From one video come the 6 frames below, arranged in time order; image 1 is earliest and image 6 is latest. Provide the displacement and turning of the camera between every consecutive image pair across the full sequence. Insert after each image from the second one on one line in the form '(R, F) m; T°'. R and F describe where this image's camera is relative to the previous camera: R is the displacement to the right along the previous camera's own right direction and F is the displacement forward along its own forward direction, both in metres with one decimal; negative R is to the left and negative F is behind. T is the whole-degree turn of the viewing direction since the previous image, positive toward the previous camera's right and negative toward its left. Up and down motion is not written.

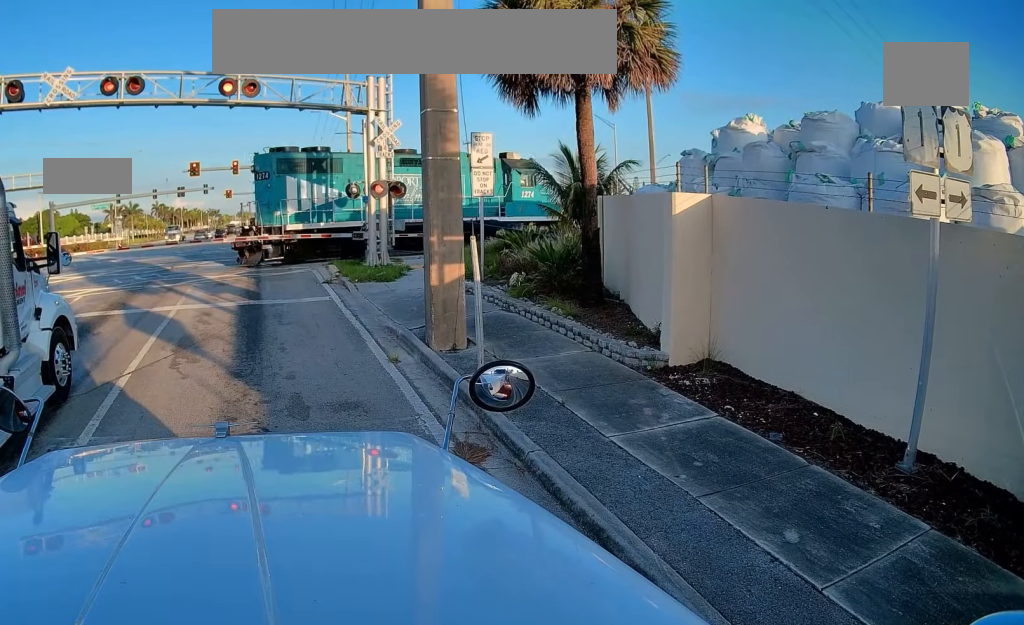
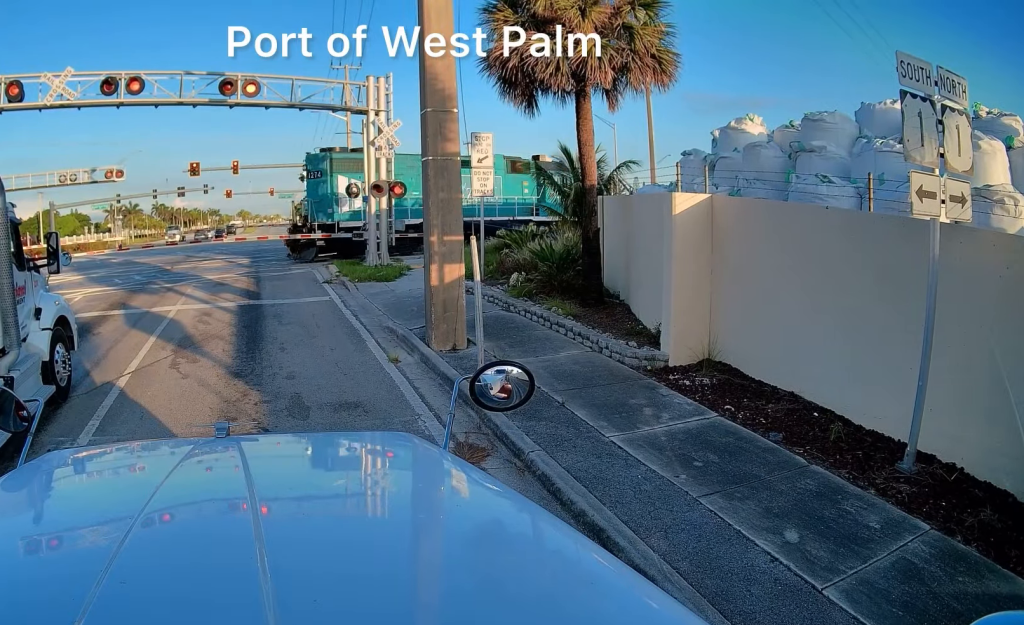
(0.0, 0.0) m; 0°
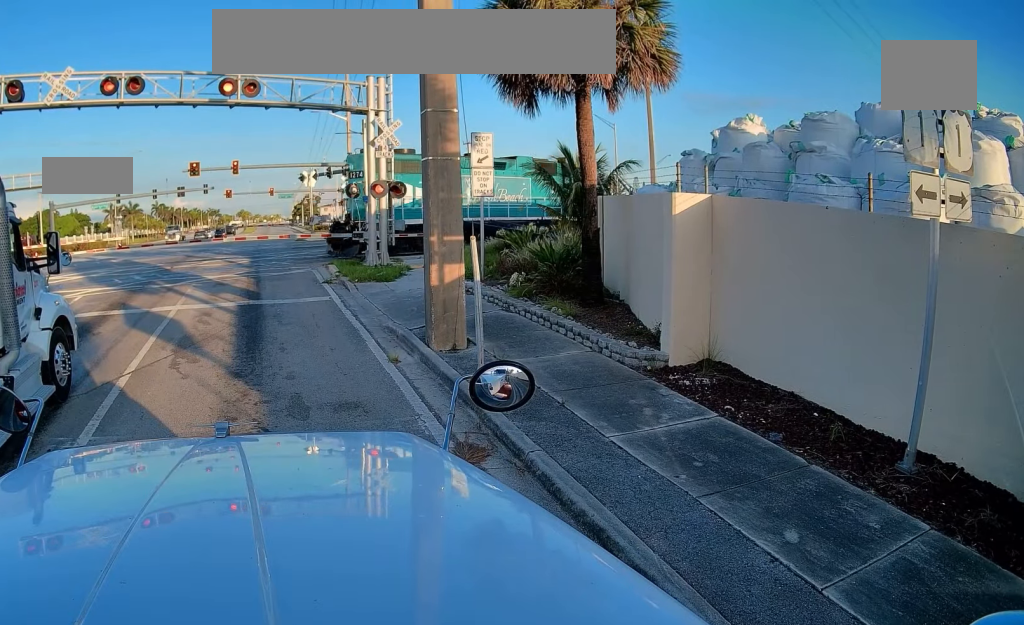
(0.0, 0.0) m; 0°
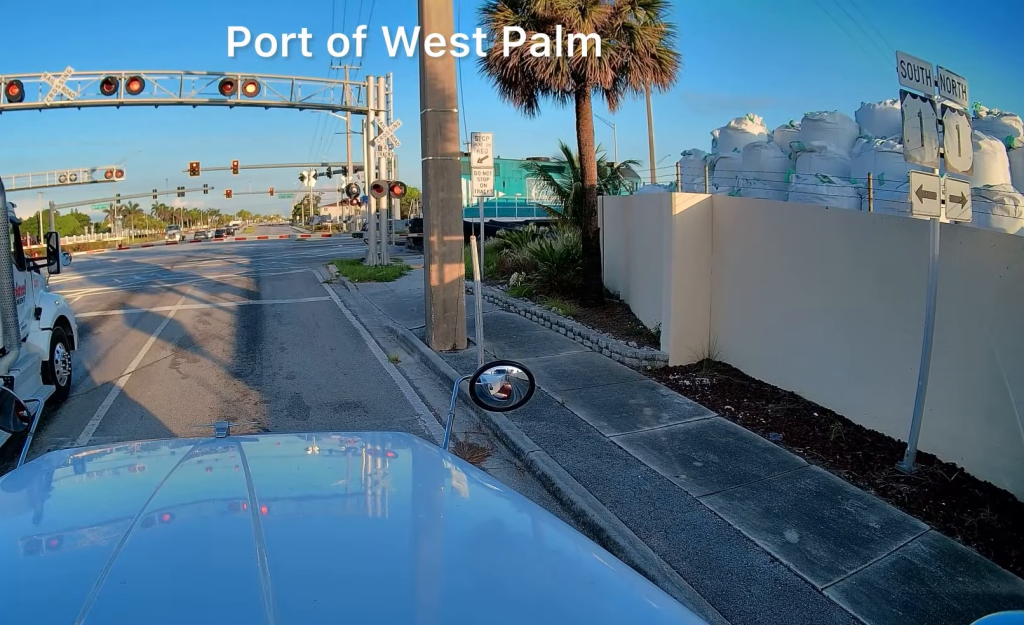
(0.0, 0.0) m; 0°
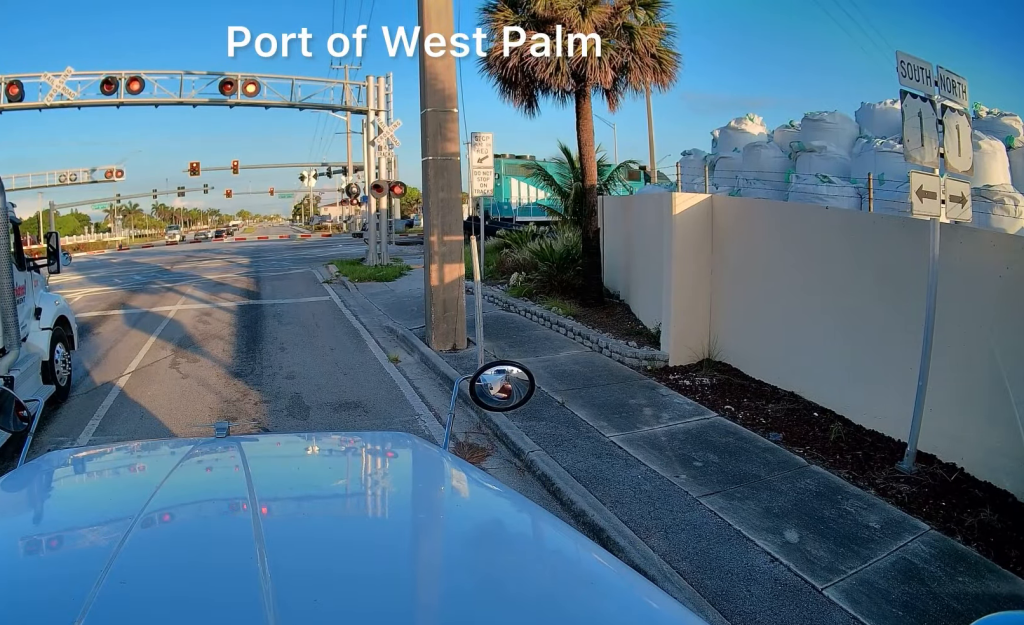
(0.0, 0.0) m; 0°
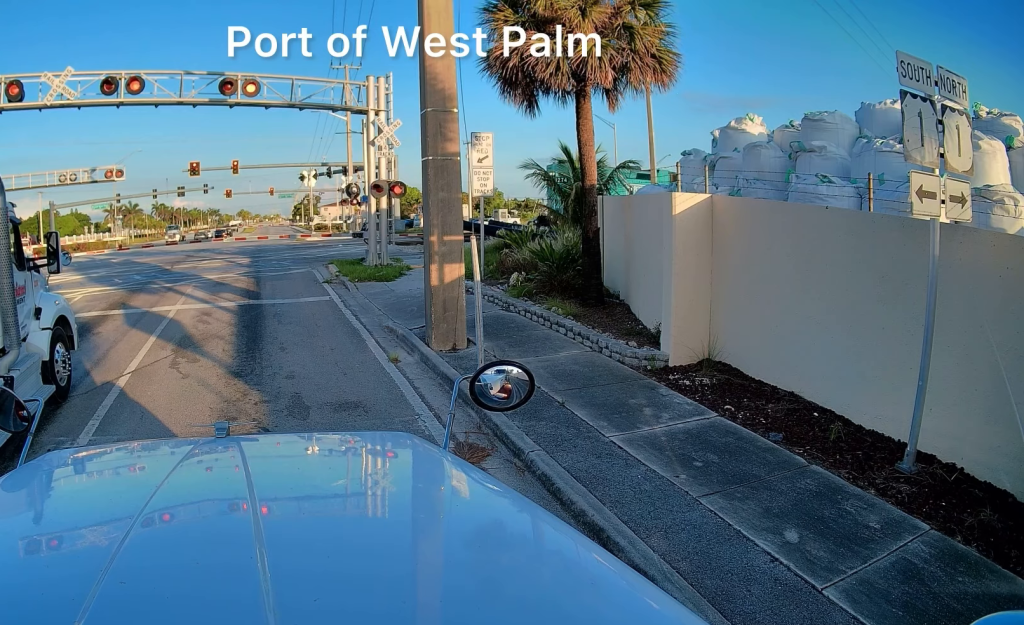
(0.0, 0.0) m; 0°
